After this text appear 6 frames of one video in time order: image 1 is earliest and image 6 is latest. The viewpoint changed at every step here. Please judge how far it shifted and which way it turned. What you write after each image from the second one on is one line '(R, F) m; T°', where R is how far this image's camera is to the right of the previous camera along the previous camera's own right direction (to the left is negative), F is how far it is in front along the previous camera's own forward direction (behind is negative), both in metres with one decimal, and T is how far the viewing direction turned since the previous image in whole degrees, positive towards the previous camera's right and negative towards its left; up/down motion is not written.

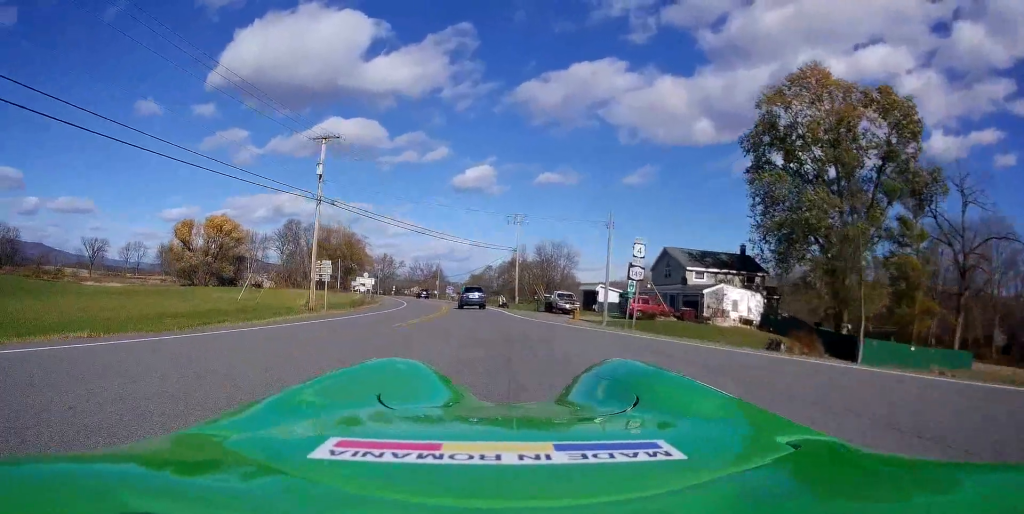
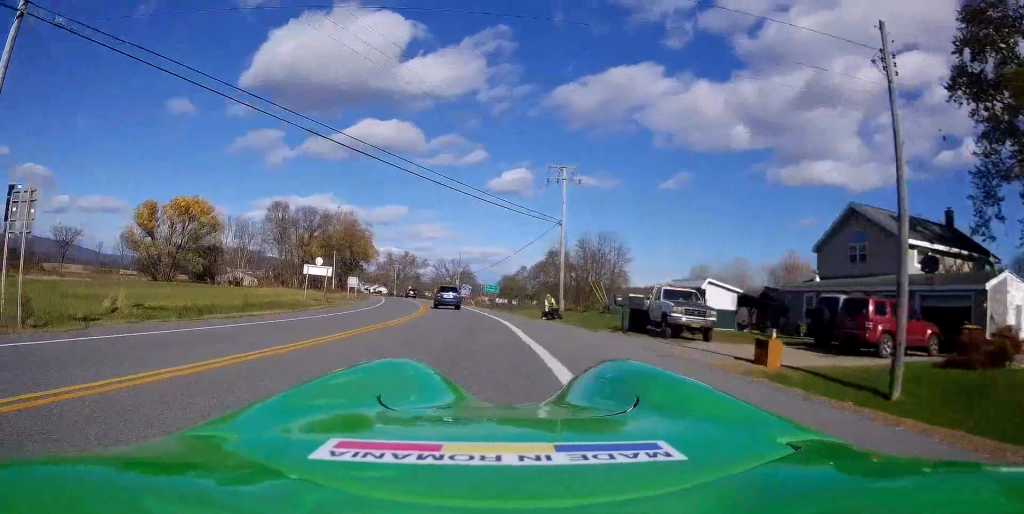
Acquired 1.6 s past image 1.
(-0.9, +28.6) m; -4°
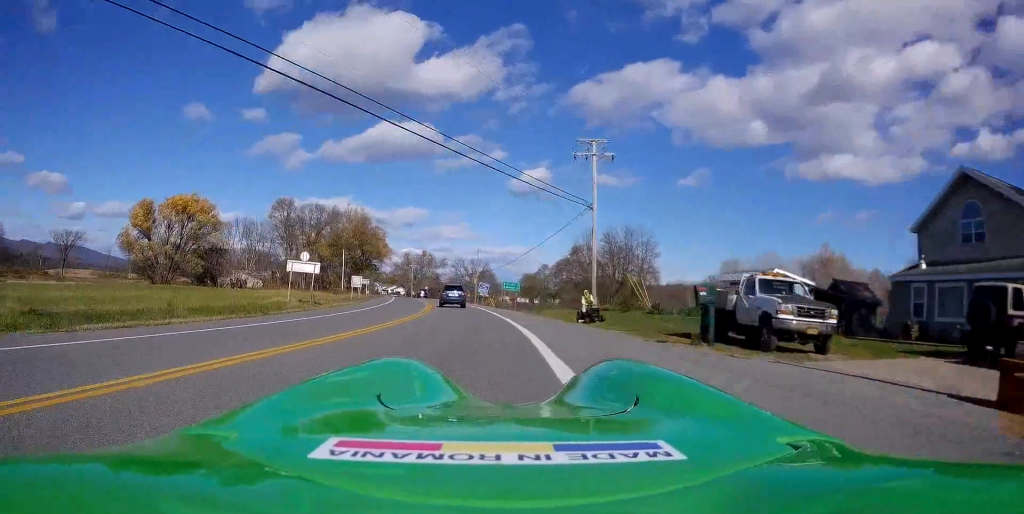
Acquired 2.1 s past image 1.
(-0.1, +8.0) m; -2°
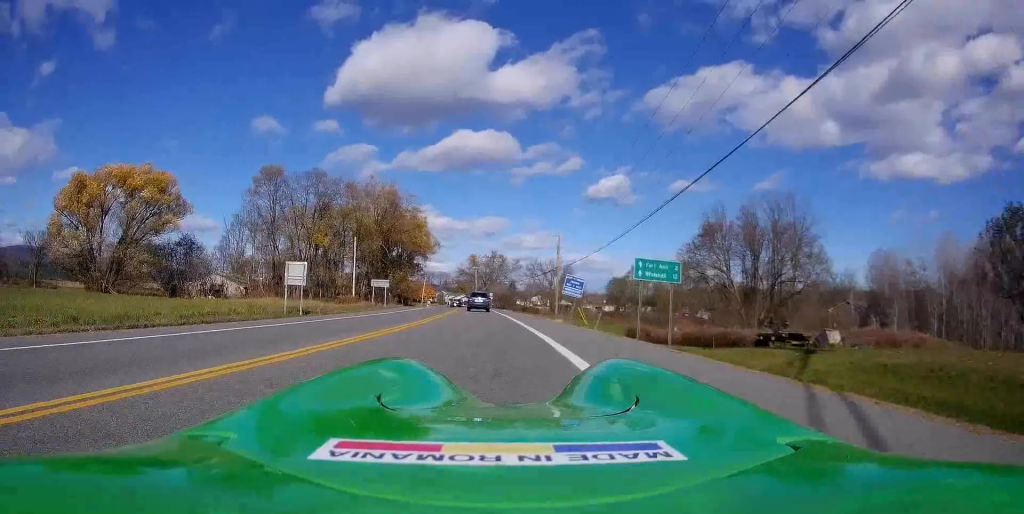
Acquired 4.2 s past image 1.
(-2.8, +36.6) m; -8°
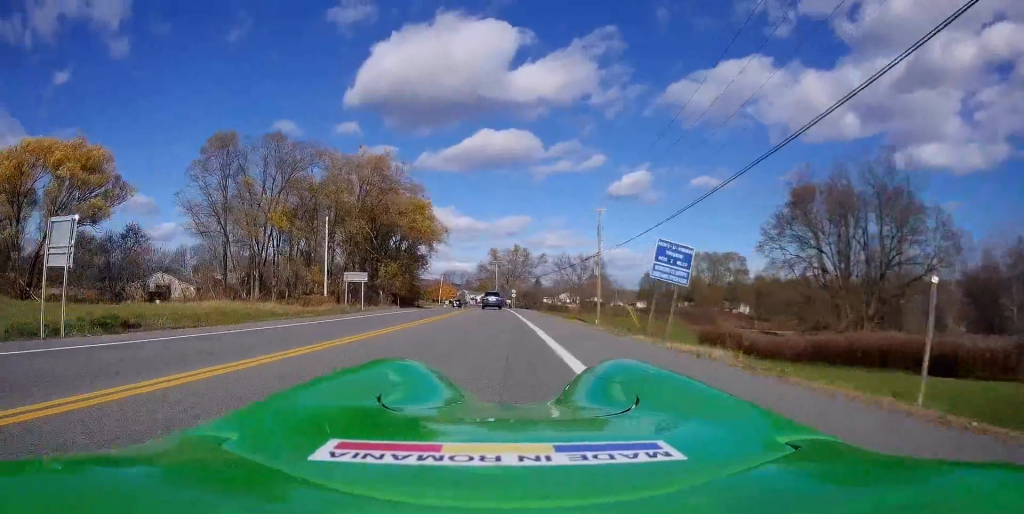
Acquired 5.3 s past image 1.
(-0.4, +20.2) m; -3°
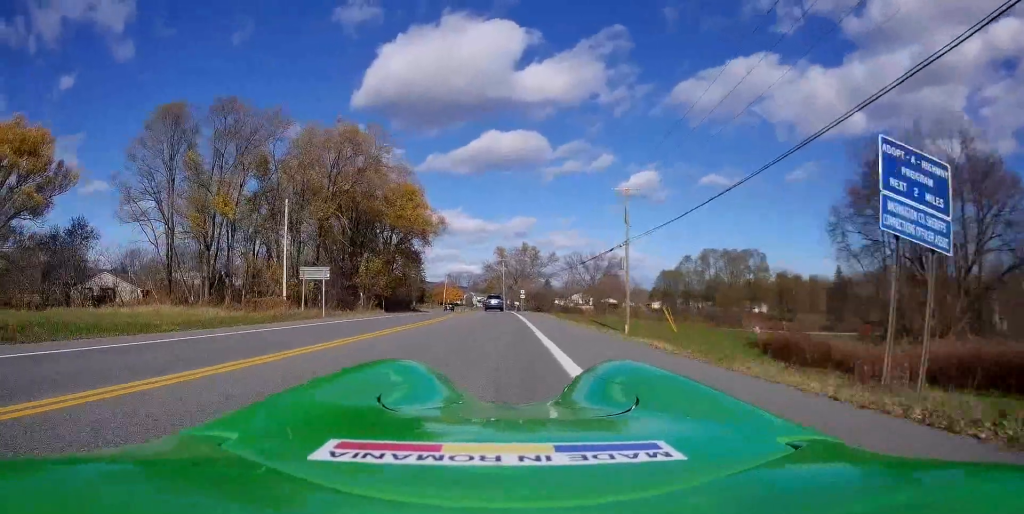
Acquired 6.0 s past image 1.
(-0.1, +12.9) m; -1°
